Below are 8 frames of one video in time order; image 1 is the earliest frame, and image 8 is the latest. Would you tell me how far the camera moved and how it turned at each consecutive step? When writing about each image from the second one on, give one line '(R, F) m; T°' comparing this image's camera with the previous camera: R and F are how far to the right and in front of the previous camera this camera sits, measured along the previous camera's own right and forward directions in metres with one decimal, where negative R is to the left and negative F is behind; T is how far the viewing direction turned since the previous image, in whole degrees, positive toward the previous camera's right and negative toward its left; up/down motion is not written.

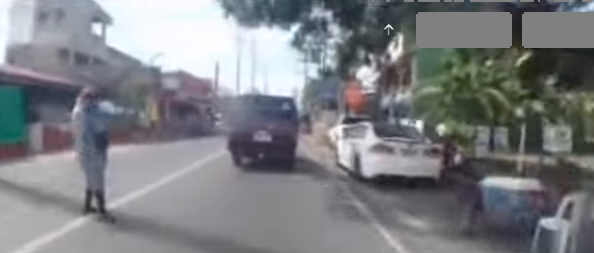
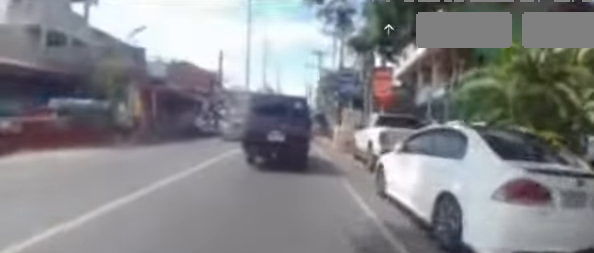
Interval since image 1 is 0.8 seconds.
(0.0, +4.7) m; +1°
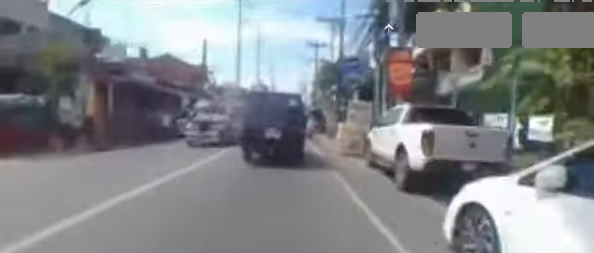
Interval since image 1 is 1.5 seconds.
(0.0, +3.7) m; 0°
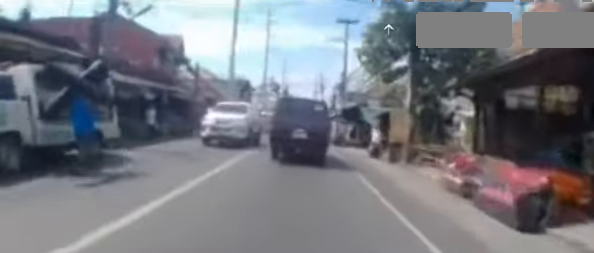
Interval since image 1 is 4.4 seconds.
(-1.4, +15.8) m; -6°
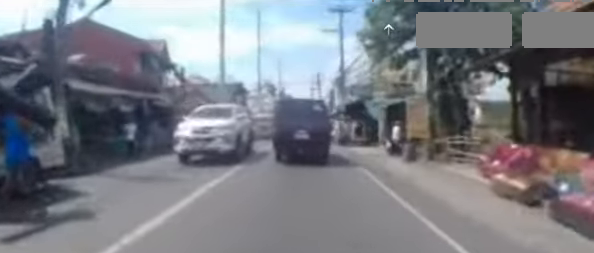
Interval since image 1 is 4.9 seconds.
(+0.3, +2.3) m; +1°
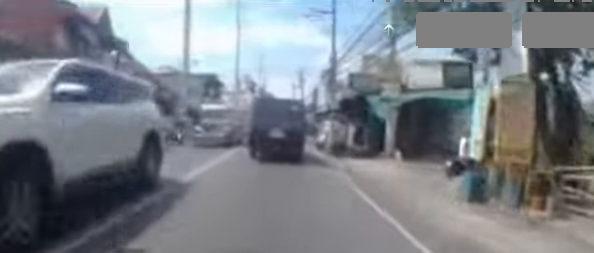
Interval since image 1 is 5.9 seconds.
(-0.1, +5.9) m; -6°
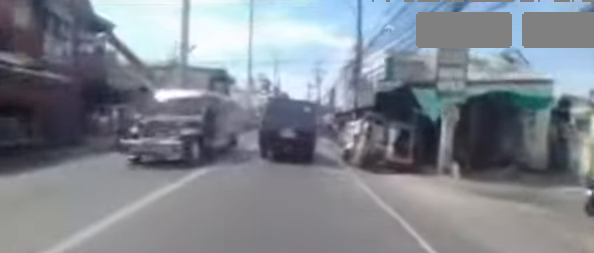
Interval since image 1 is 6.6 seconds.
(-0.3, +4.2) m; -1°
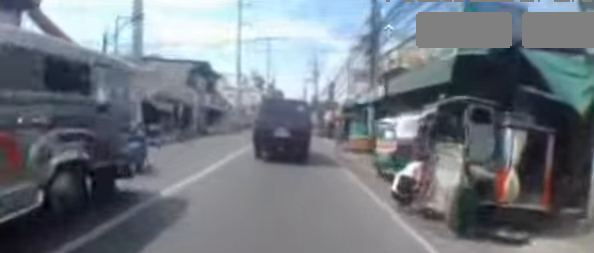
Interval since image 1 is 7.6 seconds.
(+0.1, +6.0) m; +5°
